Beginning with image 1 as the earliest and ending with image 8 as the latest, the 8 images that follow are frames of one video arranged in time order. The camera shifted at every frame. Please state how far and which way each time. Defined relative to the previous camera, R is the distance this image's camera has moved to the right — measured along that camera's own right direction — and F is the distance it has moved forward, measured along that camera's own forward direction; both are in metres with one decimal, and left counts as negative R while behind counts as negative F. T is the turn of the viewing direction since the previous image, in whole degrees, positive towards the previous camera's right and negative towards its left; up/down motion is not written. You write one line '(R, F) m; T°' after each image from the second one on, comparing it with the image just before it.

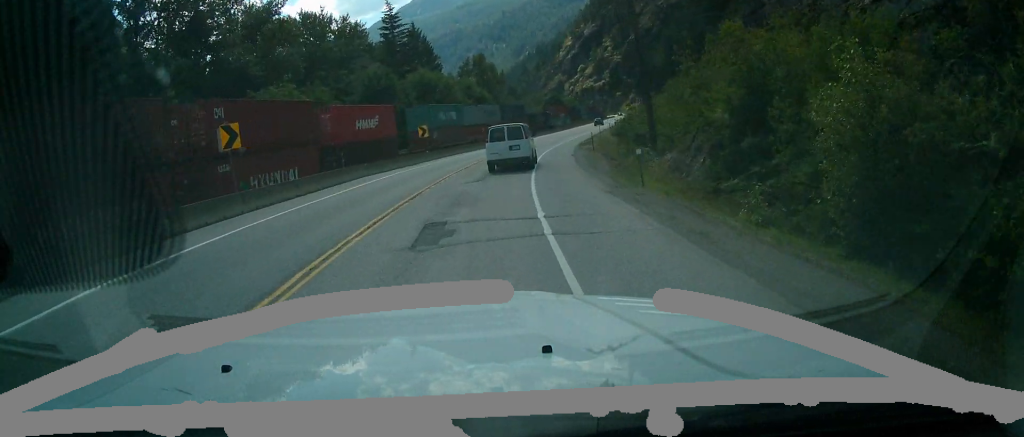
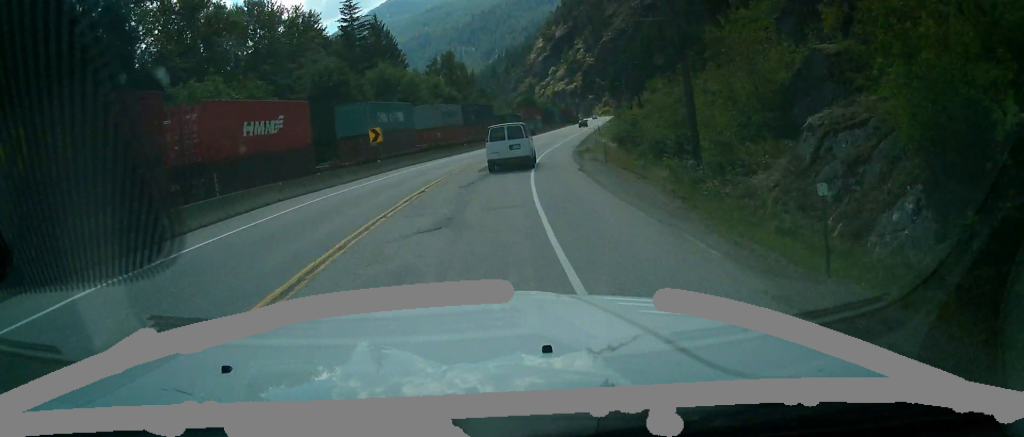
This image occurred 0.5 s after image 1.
(+1.8, +10.9) m; +5°
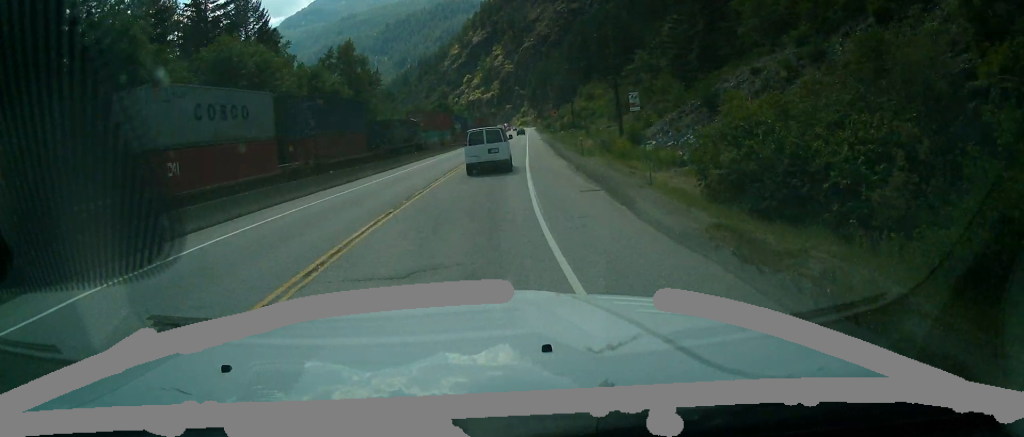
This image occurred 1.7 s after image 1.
(+2.7, +29.7) m; +7°
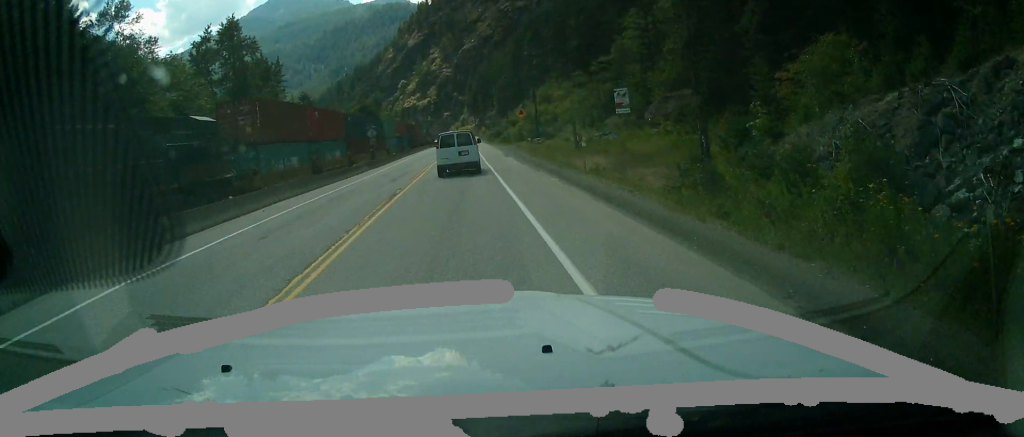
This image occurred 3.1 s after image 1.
(+0.8, +32.8) m; +2°
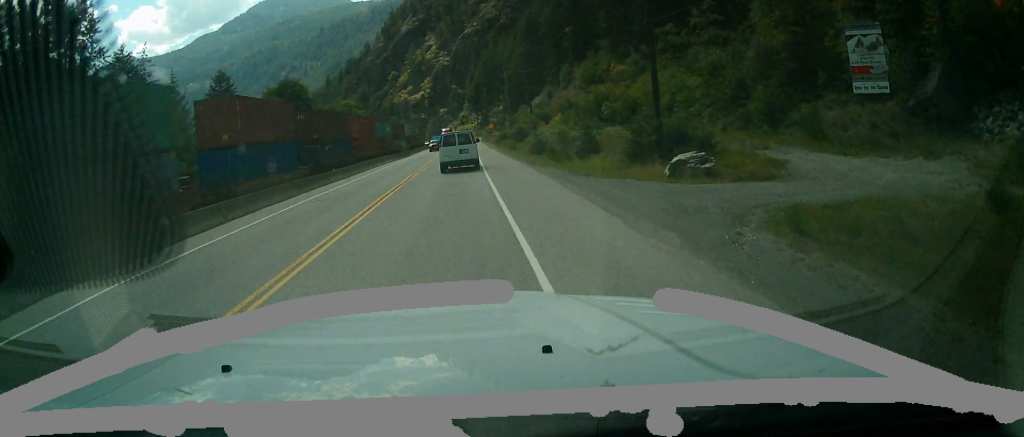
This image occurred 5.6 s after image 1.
(-1.0, +56.1) m; -1°
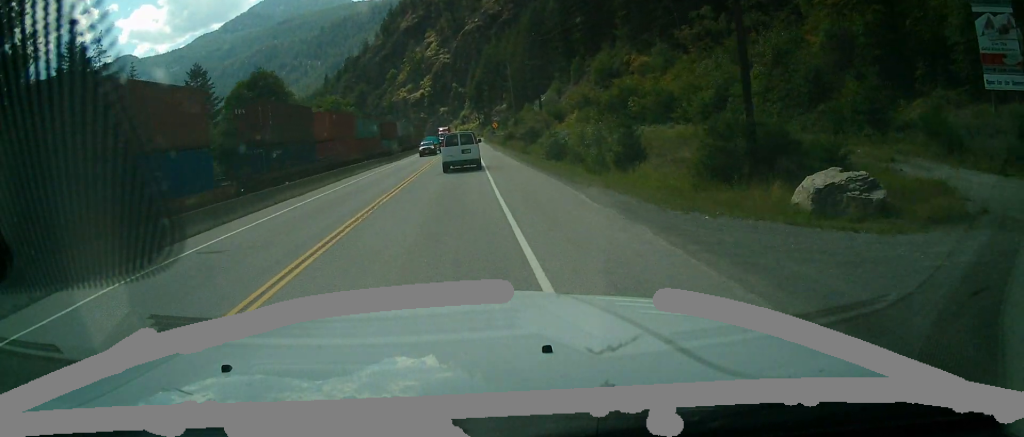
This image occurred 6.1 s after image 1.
(0.0, +10.2) m; 0°
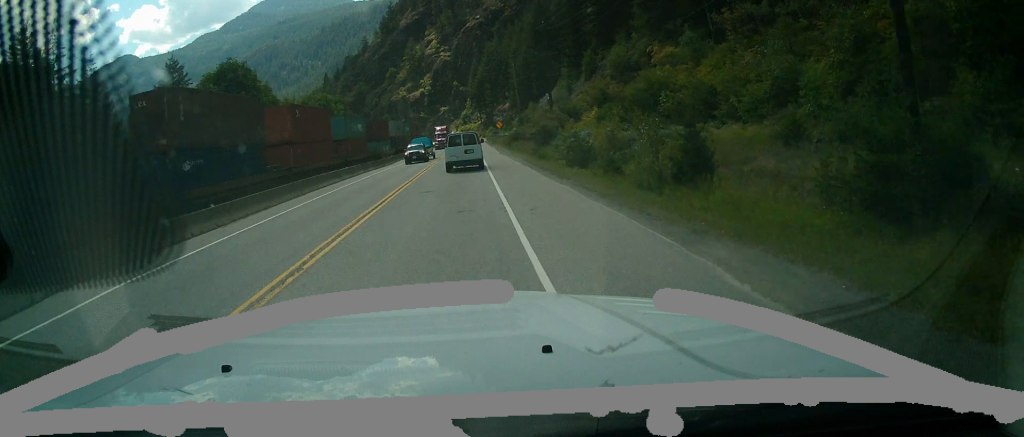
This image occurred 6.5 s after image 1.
(0.0, +8.5) m; 0°
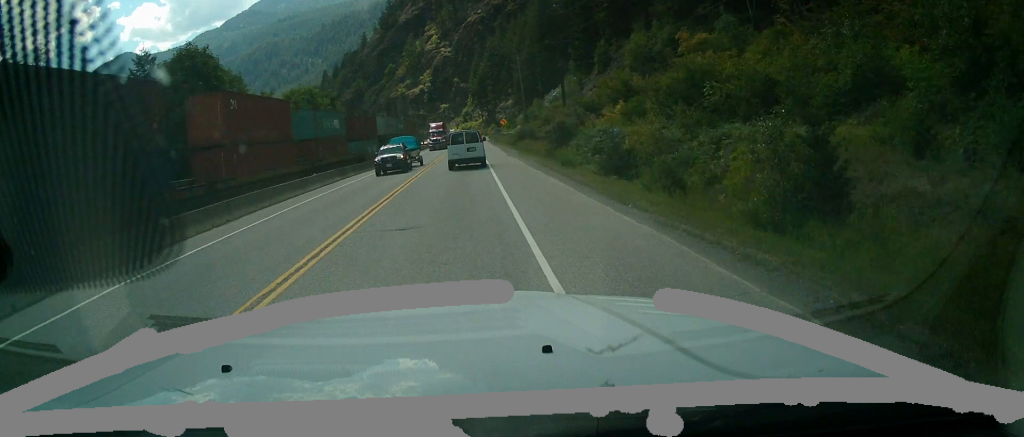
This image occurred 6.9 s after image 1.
(0.0, +8.5) m; 0°
